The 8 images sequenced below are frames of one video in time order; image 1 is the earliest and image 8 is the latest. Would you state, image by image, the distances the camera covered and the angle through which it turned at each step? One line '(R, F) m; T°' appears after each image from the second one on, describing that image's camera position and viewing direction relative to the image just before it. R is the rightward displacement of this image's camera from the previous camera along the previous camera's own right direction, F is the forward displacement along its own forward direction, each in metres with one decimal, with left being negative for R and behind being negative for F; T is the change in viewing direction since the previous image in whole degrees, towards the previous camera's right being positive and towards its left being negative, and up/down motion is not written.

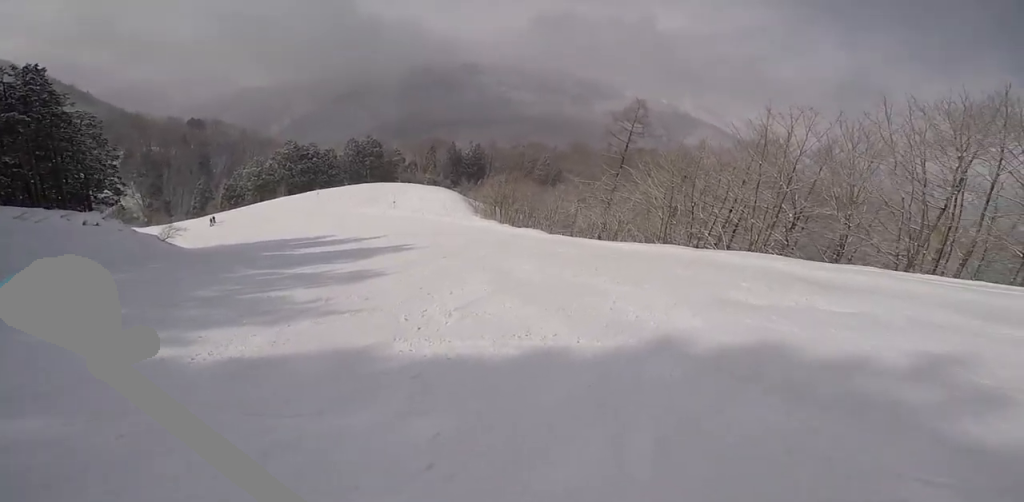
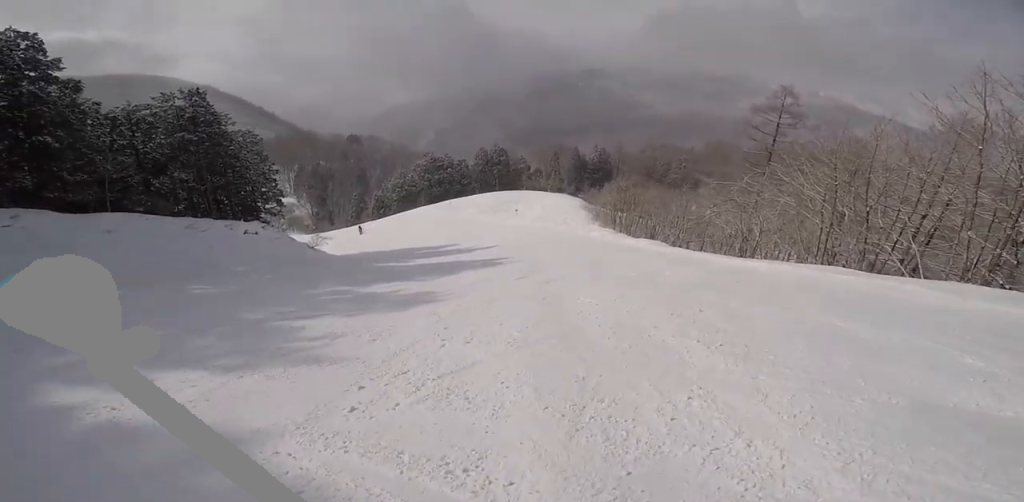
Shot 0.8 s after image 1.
(-1.1, +2.9) m; -21°
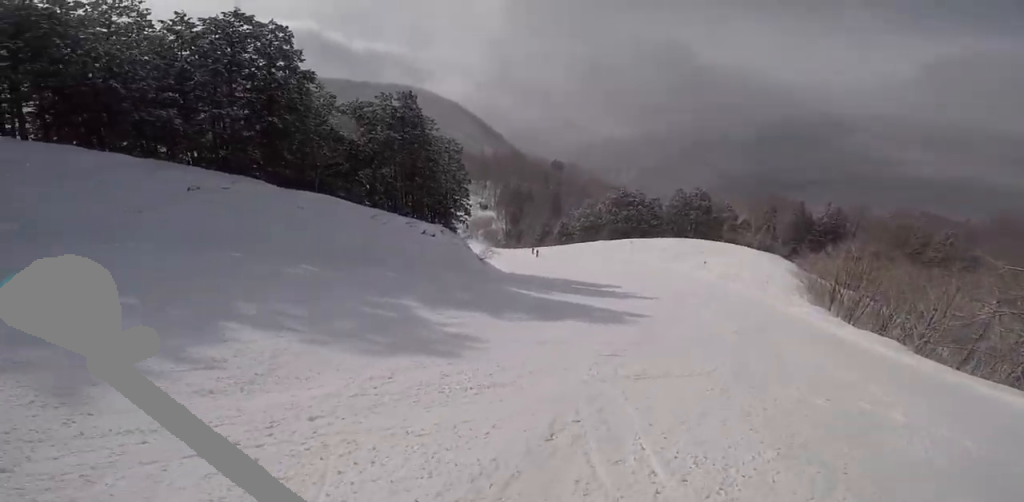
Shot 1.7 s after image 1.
(-0.6, +4.2) m; -23°
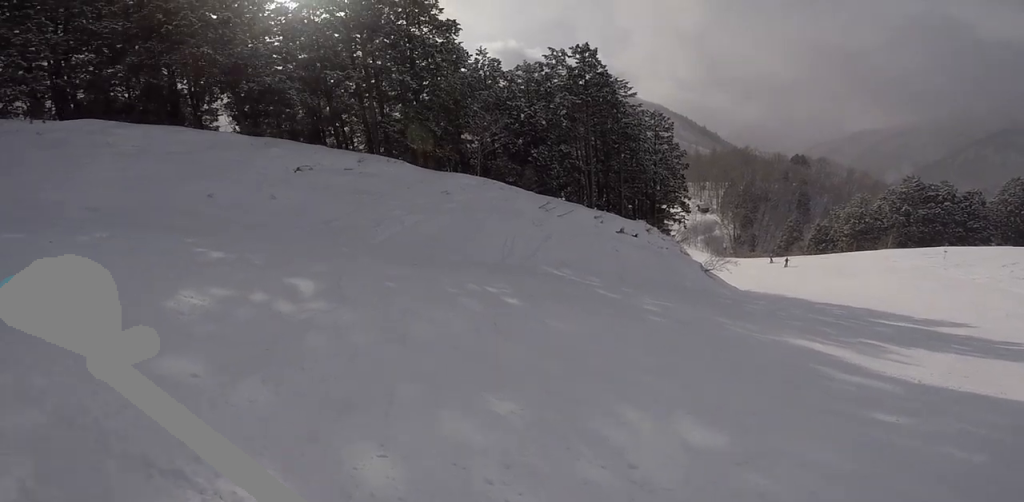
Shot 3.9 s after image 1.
(-3.3, +9.2) m; -15°
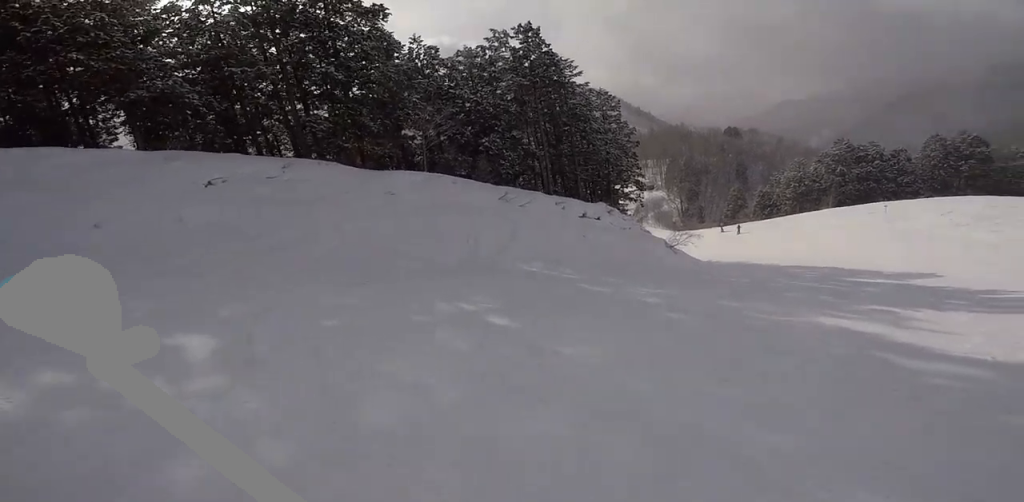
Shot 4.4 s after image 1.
(+0.2, +1.7) m; +13°
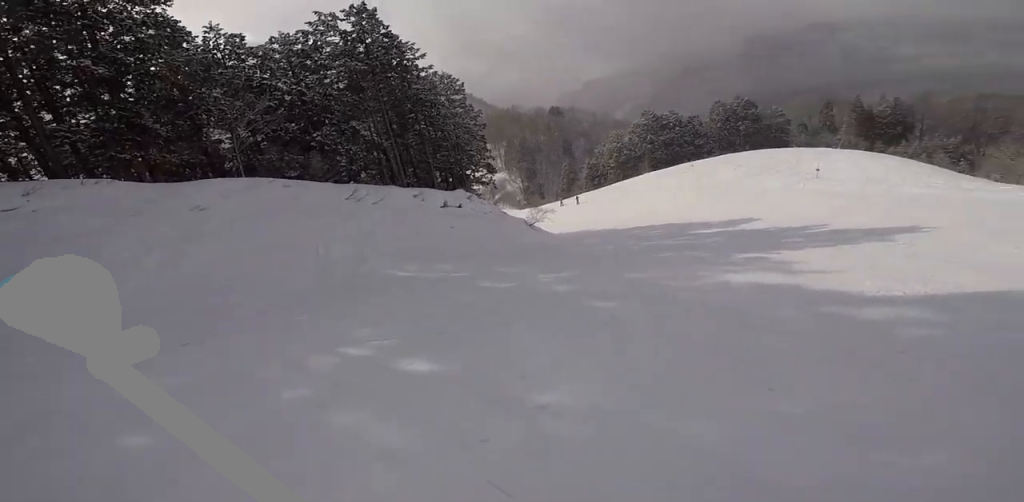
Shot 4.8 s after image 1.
(-0.1, +1.8) m; +14°
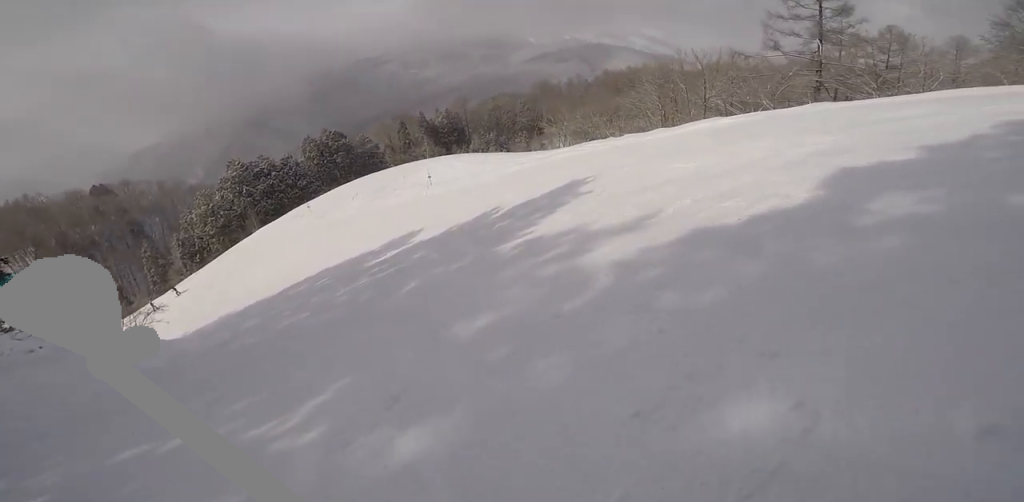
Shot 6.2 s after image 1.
(+2.5, +5.3) m; +43°
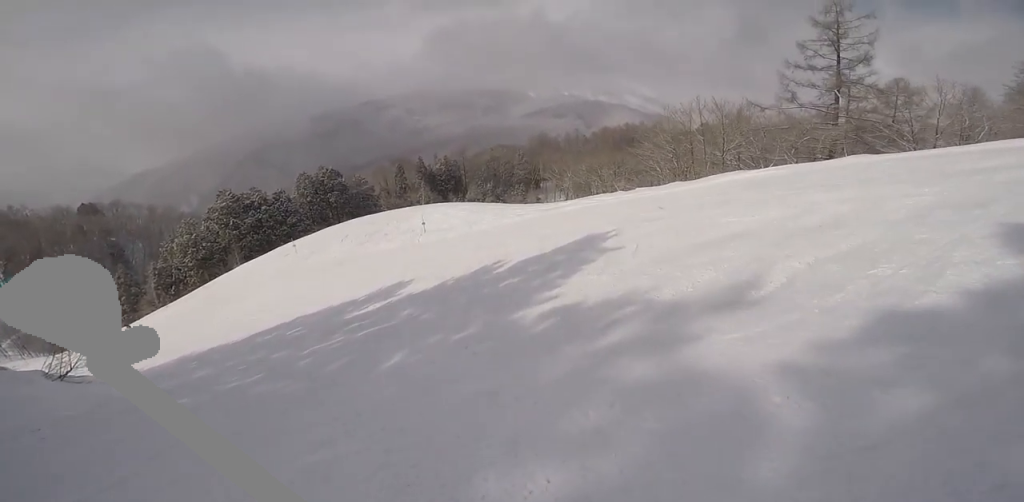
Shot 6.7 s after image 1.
(+0.5, +2.5) m; +8°
